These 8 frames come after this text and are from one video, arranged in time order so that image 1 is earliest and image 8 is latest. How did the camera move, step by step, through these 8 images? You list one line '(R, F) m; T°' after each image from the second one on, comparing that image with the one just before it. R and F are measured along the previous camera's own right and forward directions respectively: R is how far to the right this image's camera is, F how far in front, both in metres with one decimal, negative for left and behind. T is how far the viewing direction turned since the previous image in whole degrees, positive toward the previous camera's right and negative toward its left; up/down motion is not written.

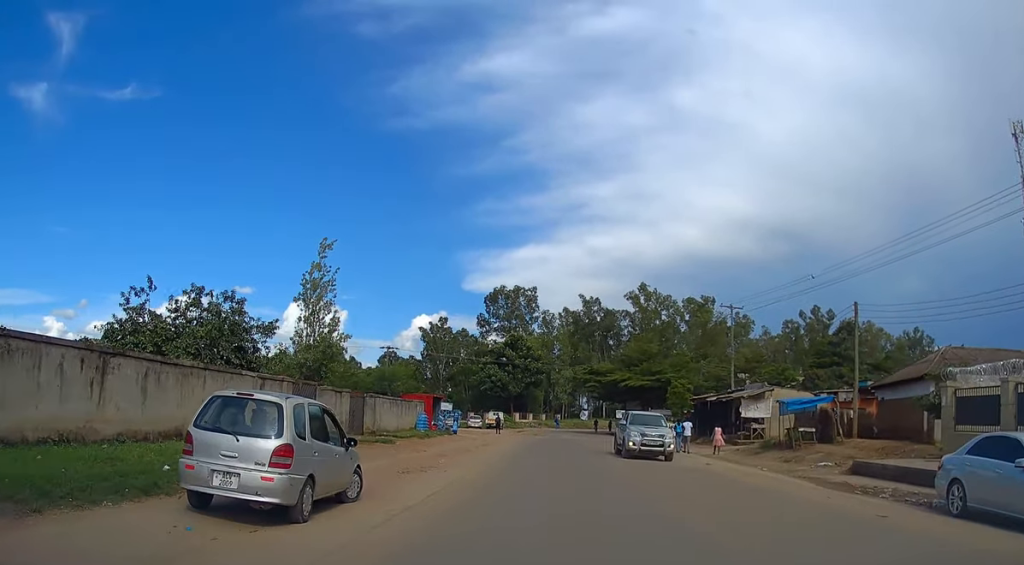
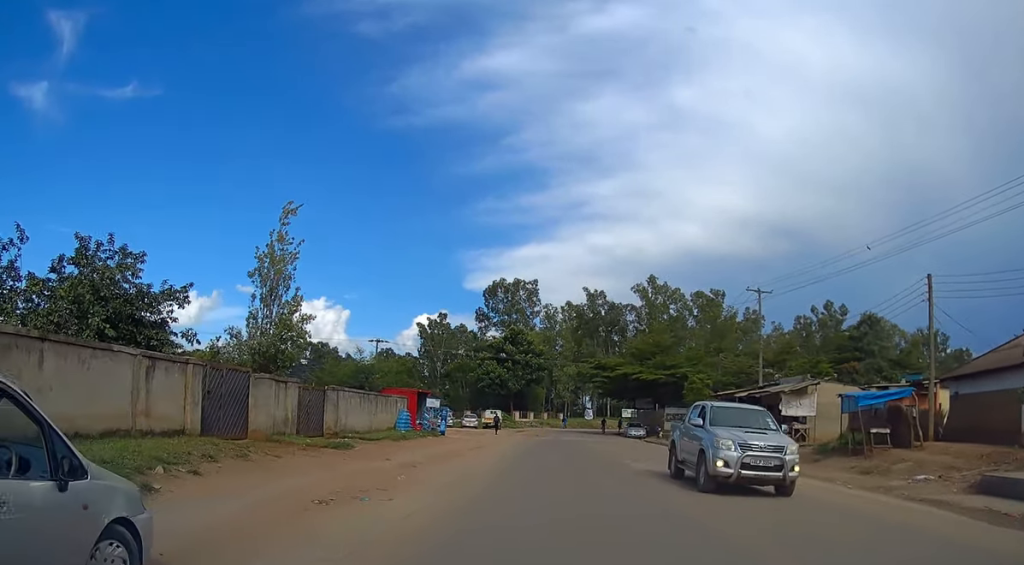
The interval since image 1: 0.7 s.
(-0.1, +7.0) m; 0°
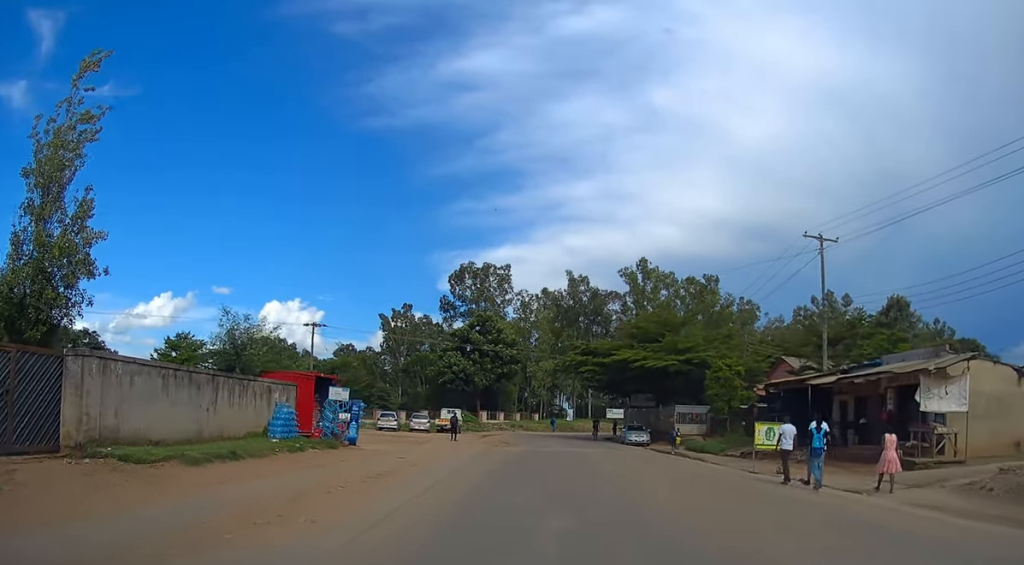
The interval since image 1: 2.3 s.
(+0.4, +15.8) m; +1°
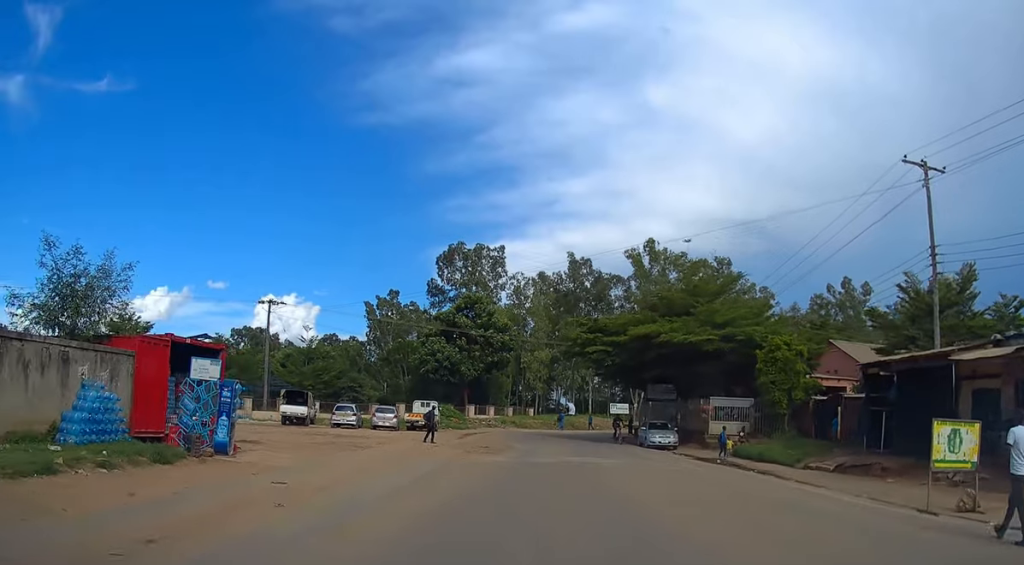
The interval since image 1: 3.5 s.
(-0.2, +11.2) m; 0°
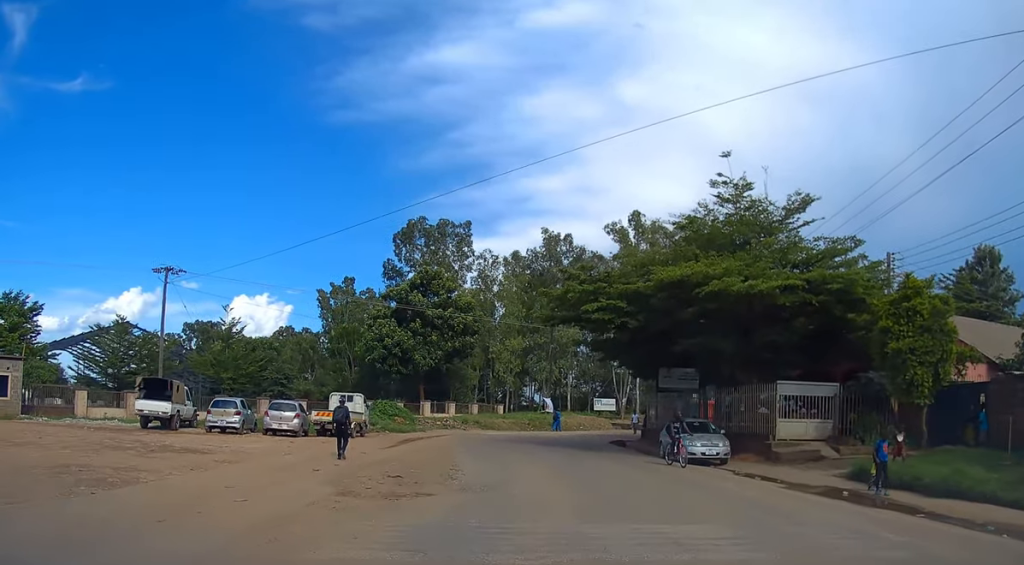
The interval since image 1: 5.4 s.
(+0.3, +15.0) m; +3°
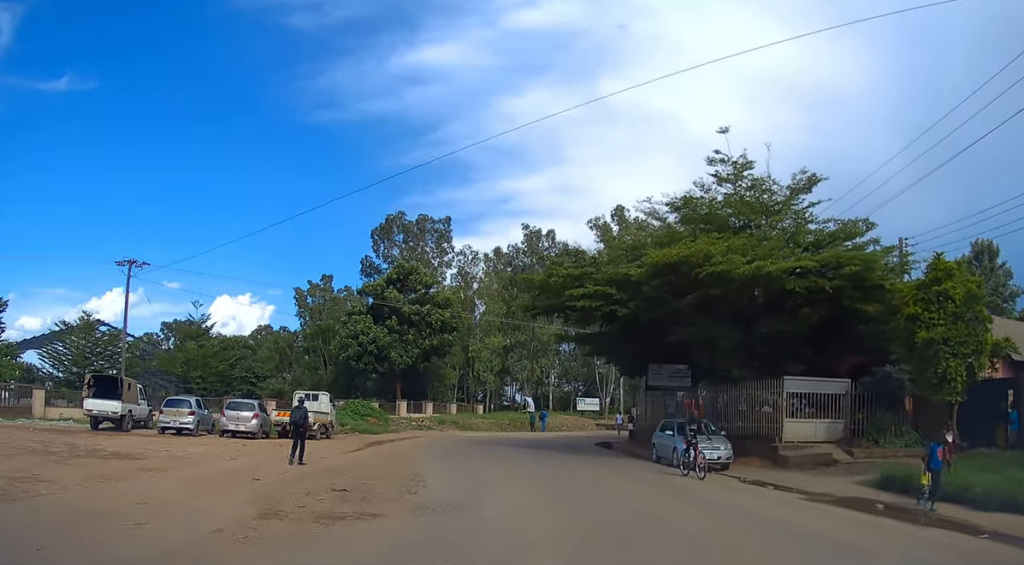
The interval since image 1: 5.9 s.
(+0.1, +2.7) m; +1°
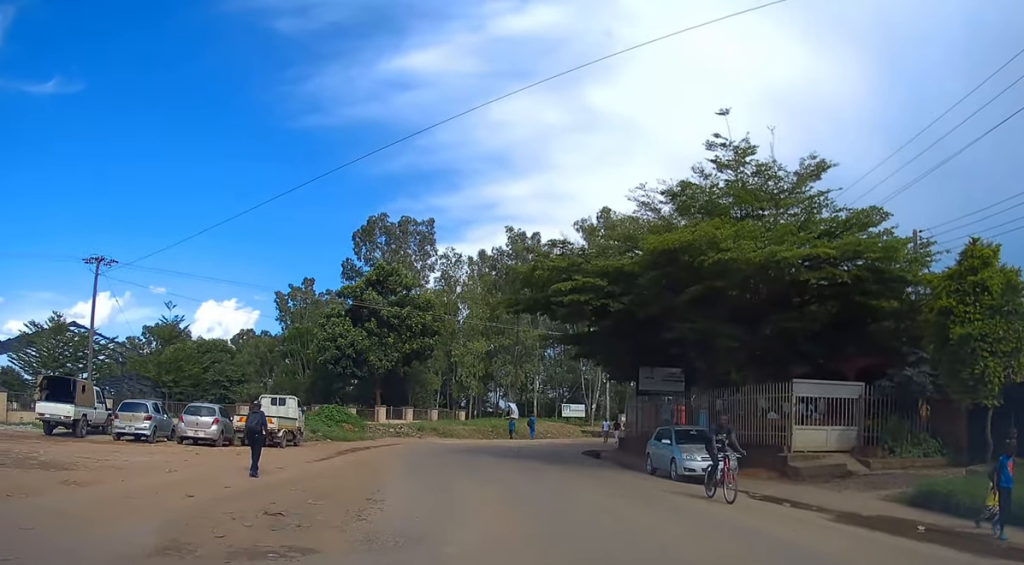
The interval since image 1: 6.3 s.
(0.0, +2.6) m; +1°
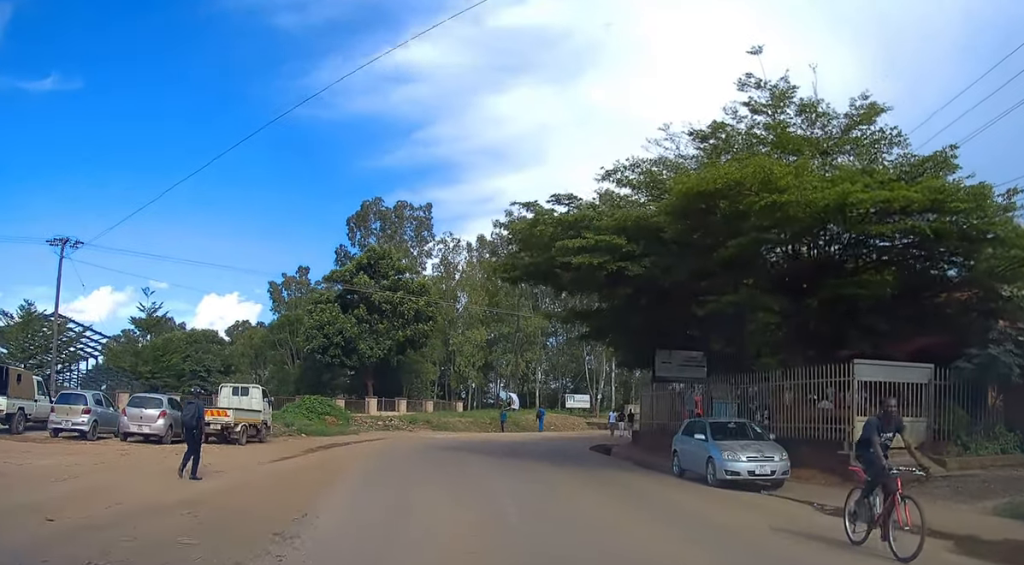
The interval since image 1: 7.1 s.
(+0.1, +4.1) m; -1°
